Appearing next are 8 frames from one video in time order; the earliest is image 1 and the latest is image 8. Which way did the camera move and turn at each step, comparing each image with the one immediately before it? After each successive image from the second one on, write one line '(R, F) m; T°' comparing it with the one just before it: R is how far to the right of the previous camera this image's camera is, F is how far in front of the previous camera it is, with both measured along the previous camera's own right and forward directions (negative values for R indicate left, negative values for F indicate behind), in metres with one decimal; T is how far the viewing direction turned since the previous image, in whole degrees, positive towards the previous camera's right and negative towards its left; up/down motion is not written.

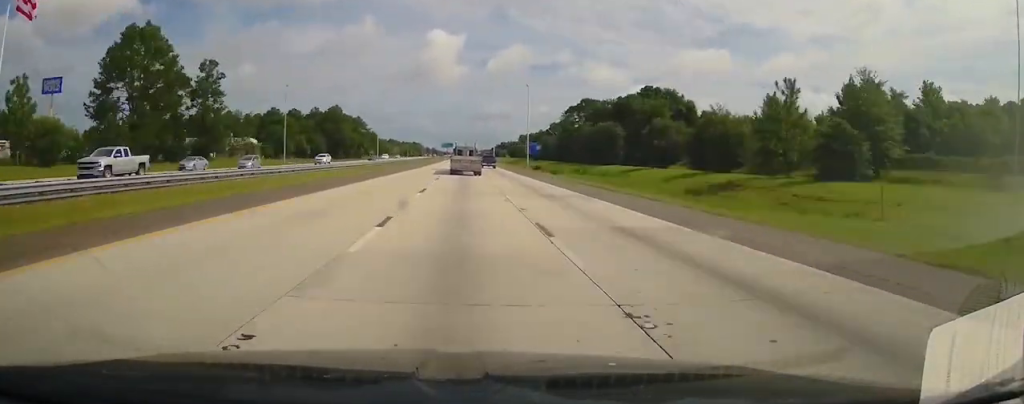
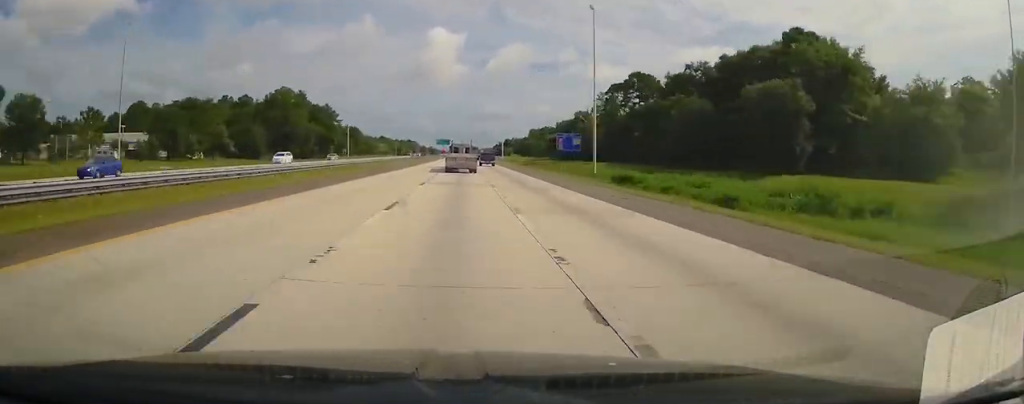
(0.0, +57.0) m; 0°
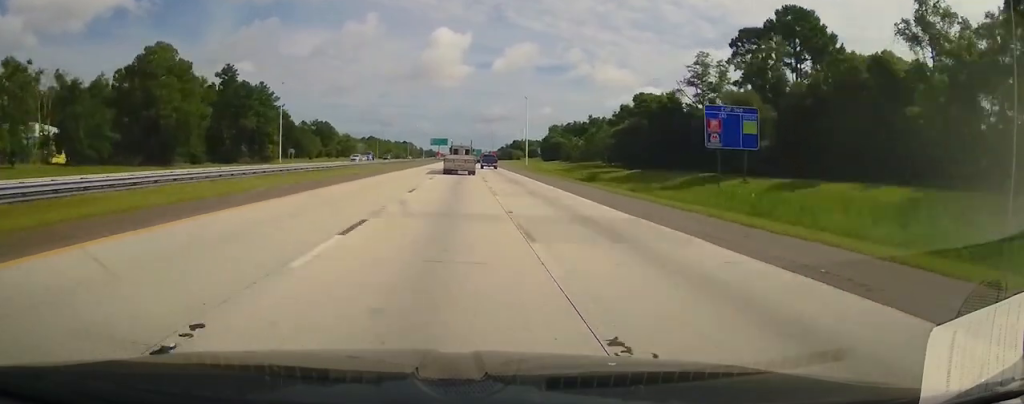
(0.0, +65.7) m; 0°
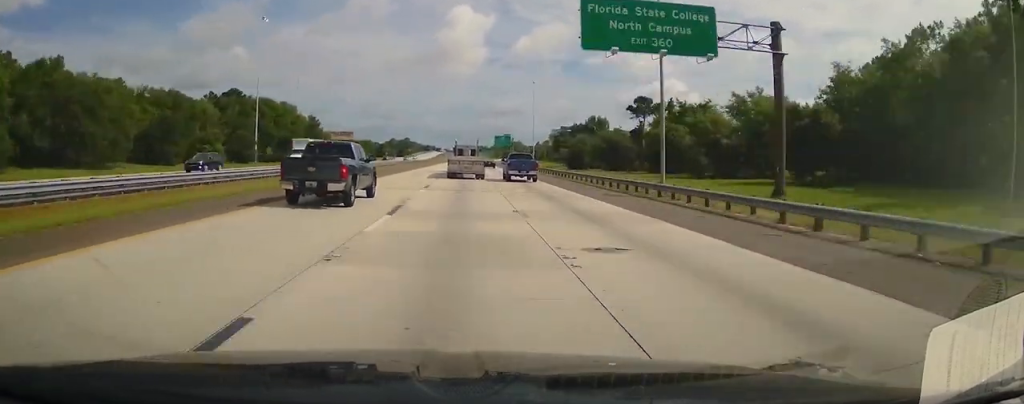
(+0.6, +437.7) m; 0°
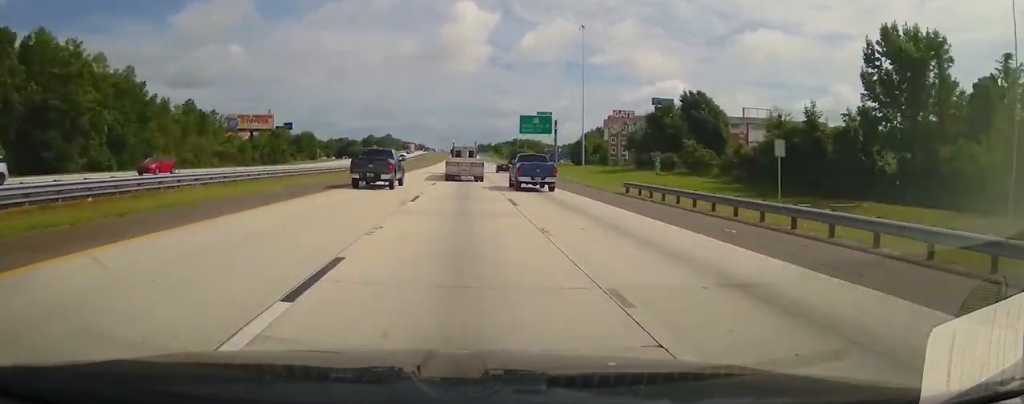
(-0.1, +117.8) m; 0°
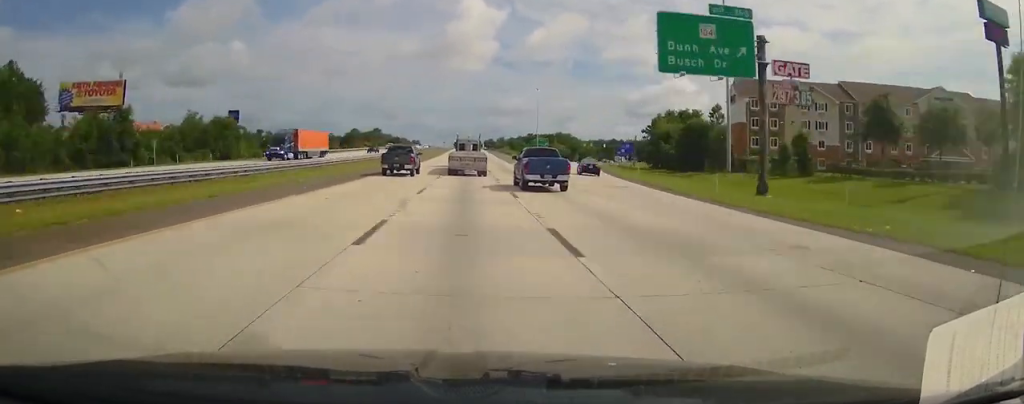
(+0.1, +82.5) m; 0°
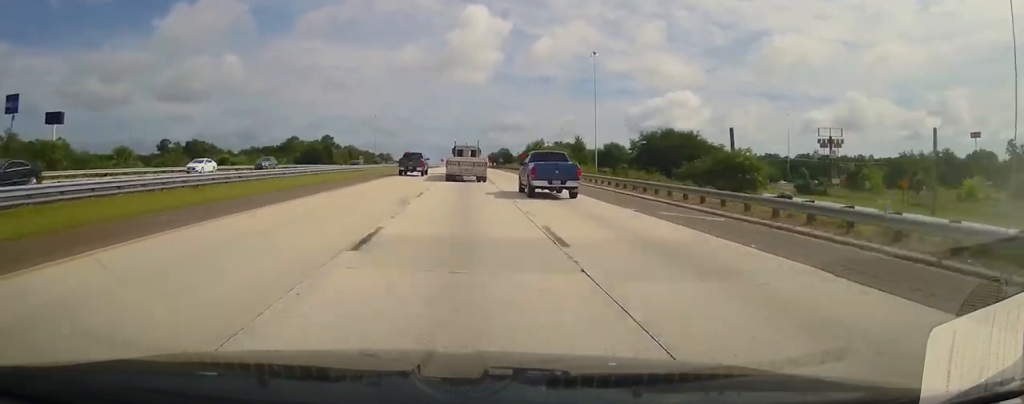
(+0.3, +133.7) m; 0°
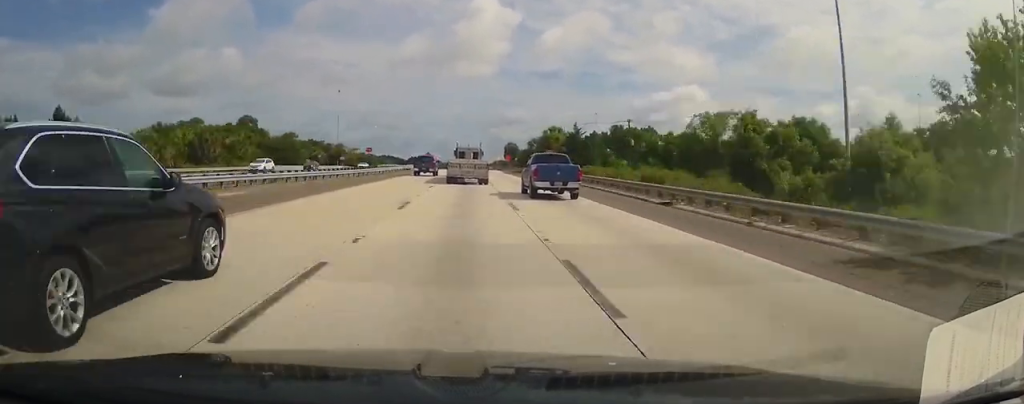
(+0.4, +103.3) m; 0°
